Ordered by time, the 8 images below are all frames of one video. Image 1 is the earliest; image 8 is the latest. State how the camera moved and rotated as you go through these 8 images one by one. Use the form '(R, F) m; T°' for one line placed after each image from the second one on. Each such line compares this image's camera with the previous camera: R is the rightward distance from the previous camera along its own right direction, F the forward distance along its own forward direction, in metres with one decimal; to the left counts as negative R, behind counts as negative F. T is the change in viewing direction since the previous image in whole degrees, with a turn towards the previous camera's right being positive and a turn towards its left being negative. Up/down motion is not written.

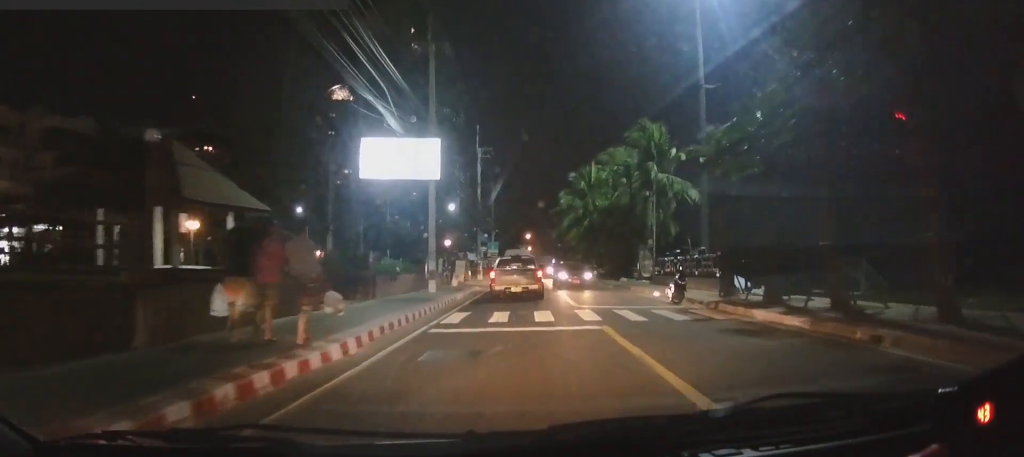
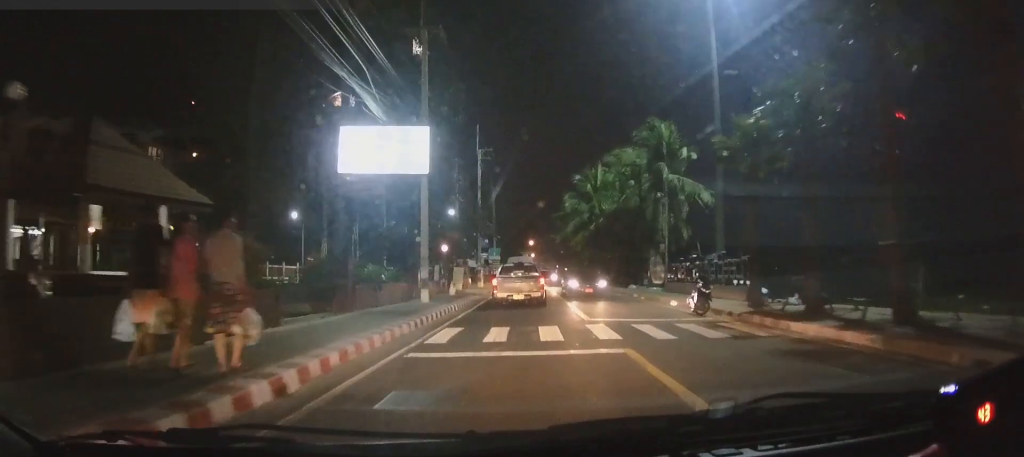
(-0.3, +2.6) m; 0°
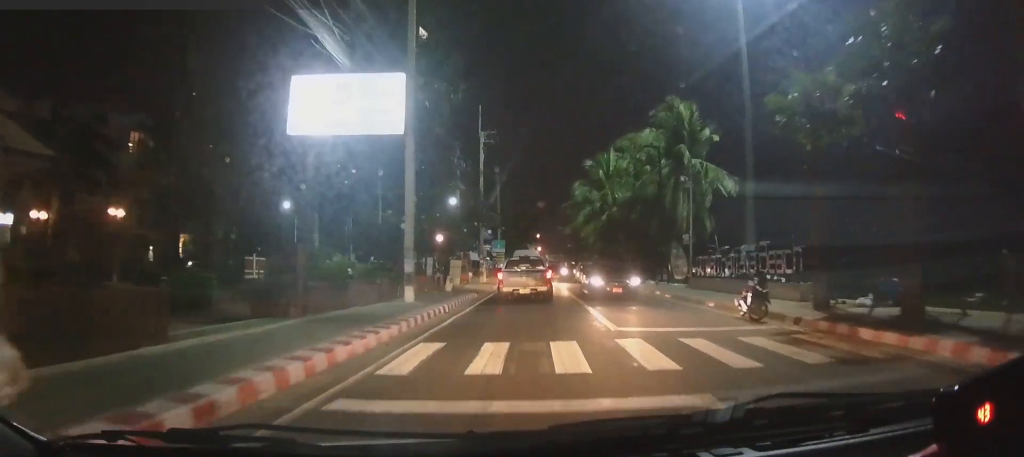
(-0.1, +4.2) m; +1°
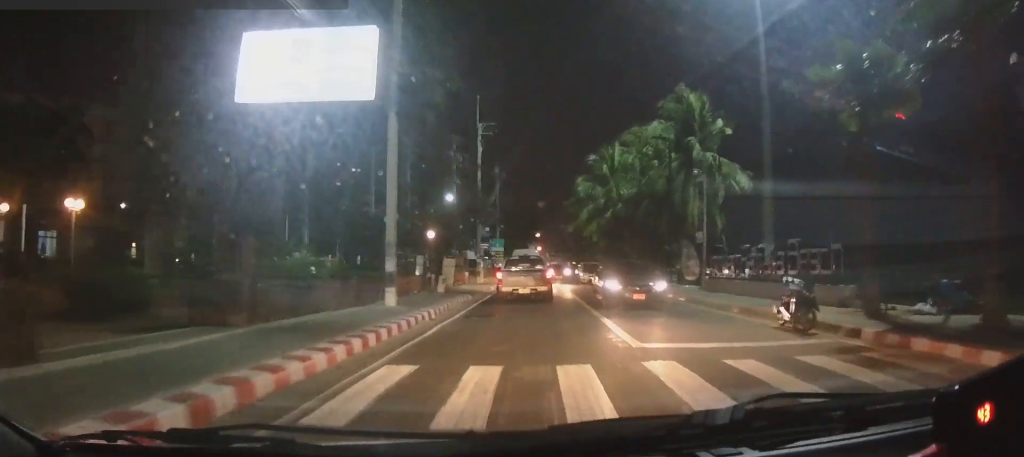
(+0.3, +2.6) m; +1°
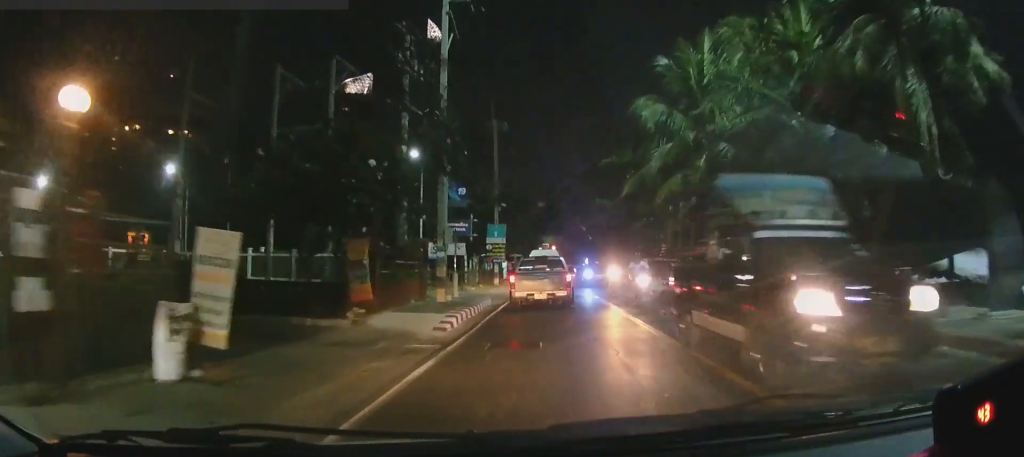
(-0.8, +22.3) m; -2°
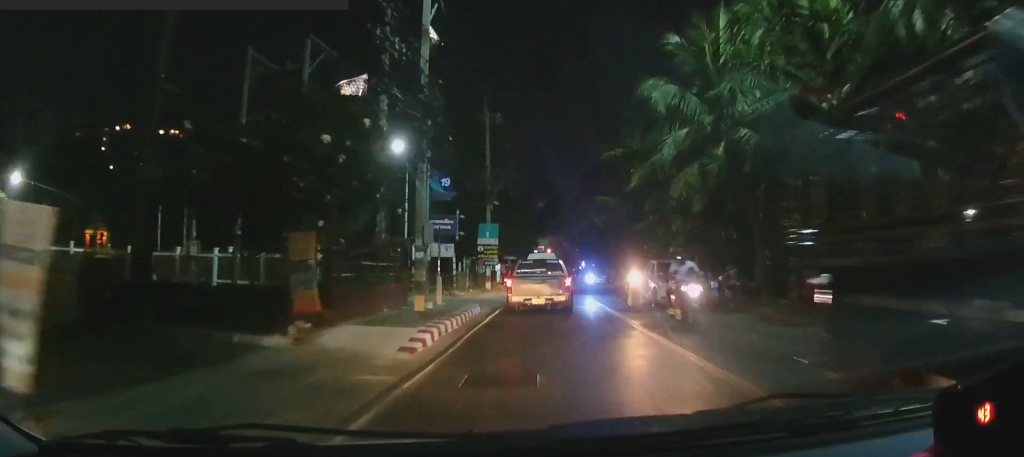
(+0.1, +2.8) m; +3°
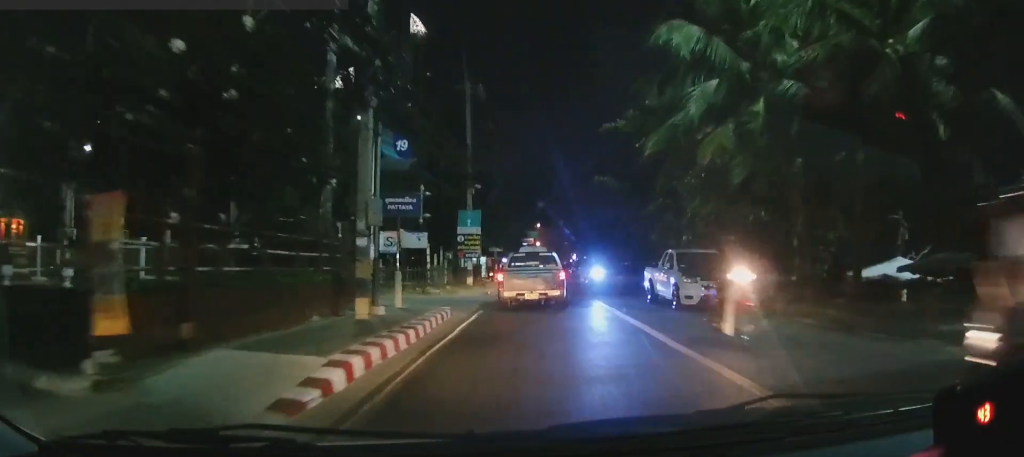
(+0.2, +4.6) m; +4°
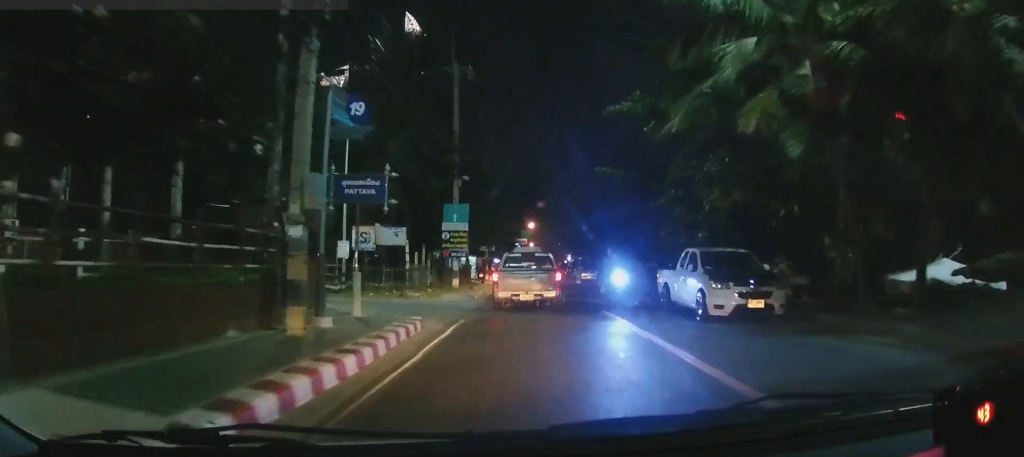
(+0.1, +3.3) m; 0°
